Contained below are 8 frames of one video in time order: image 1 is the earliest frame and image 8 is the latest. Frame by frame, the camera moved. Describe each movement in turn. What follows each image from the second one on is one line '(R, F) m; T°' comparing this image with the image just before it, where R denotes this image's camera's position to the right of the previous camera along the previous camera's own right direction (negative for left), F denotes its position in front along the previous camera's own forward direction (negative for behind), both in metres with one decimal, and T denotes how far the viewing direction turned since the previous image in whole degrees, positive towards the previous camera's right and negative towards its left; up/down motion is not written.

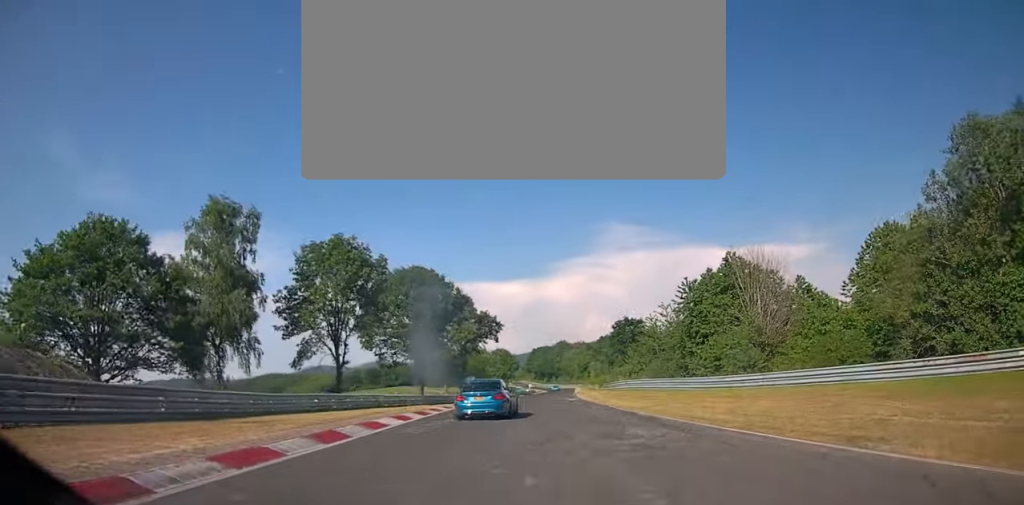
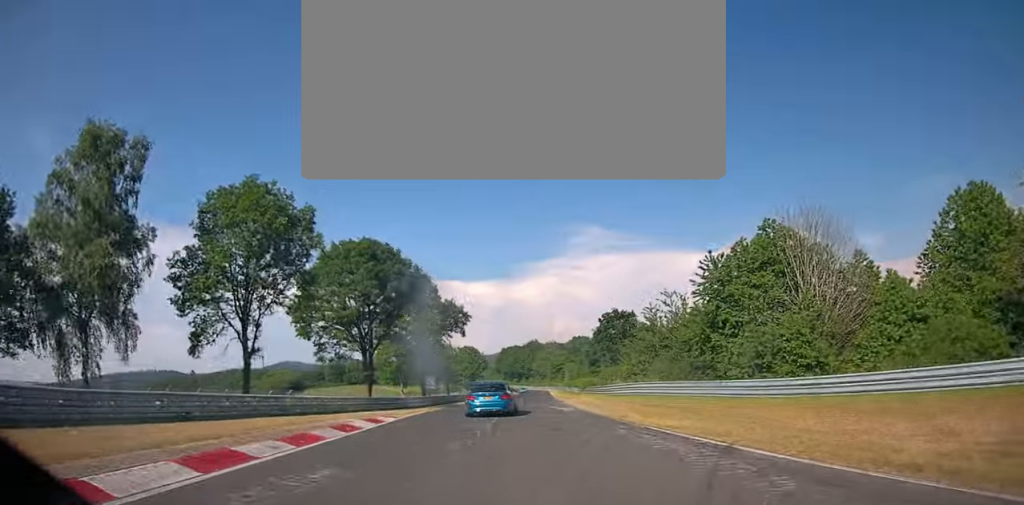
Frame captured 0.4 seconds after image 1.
(+0.2, +12.7) m; +1°
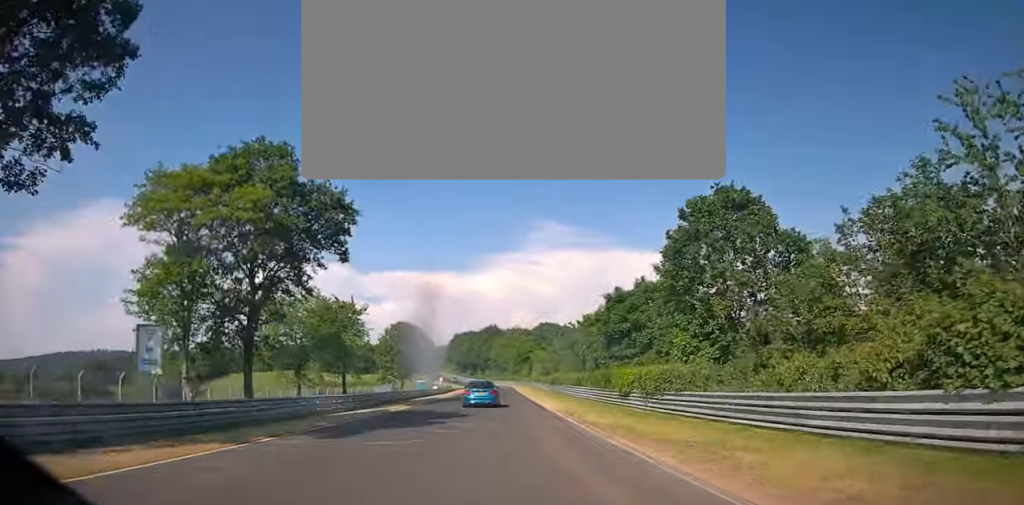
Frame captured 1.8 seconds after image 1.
(+0.5, +45.2) m; 0°
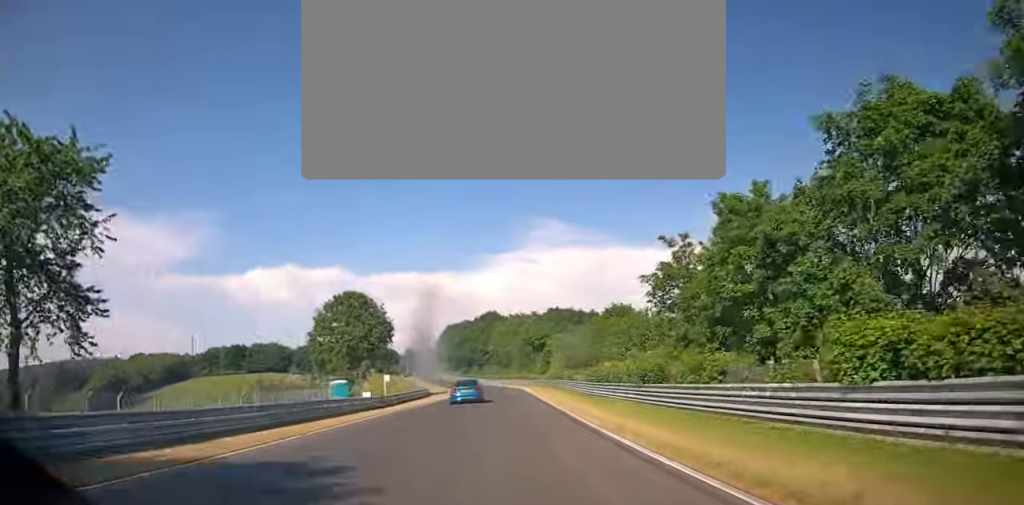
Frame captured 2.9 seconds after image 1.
(-0.2, +42.2) m; -1°
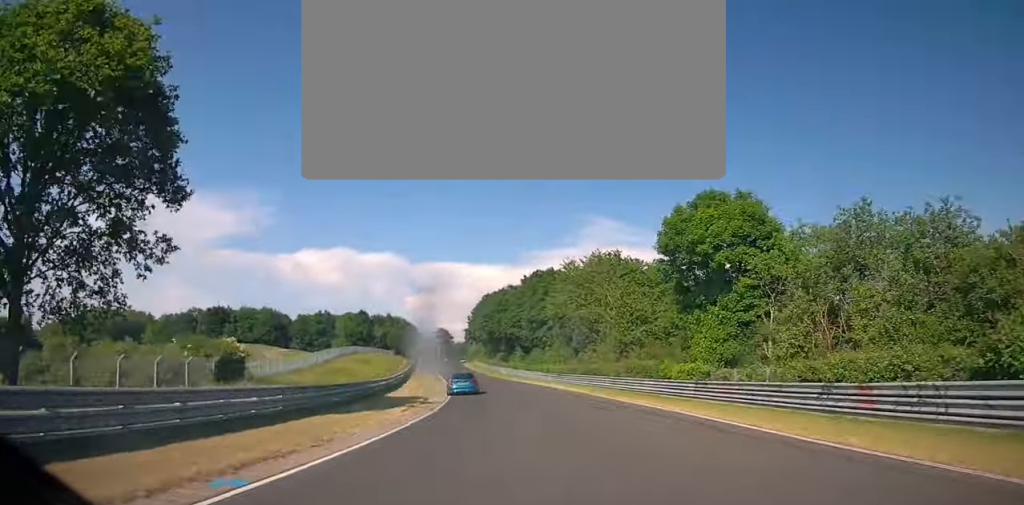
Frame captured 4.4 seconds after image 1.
(-2.0, +60.2) m; -5°
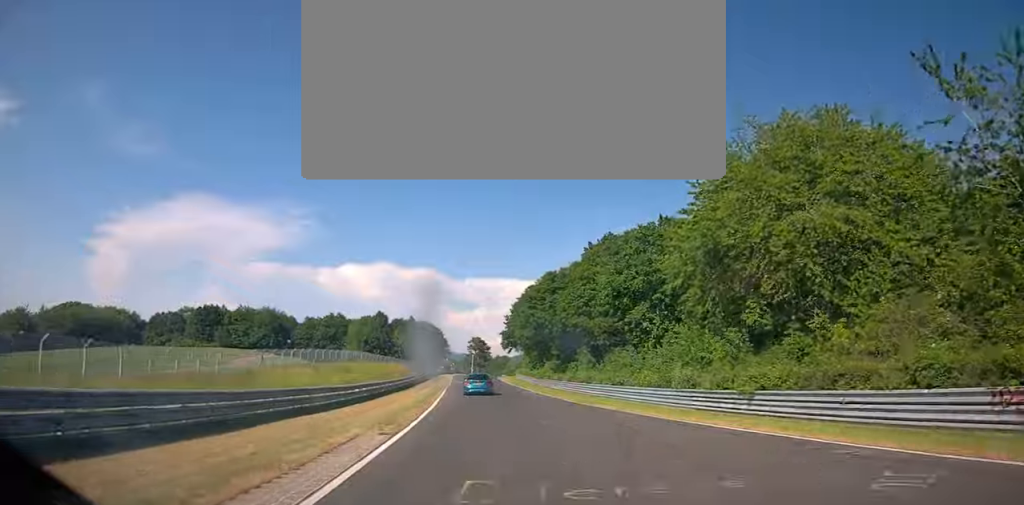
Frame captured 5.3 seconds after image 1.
(-1.1, +35.9) m; -3°
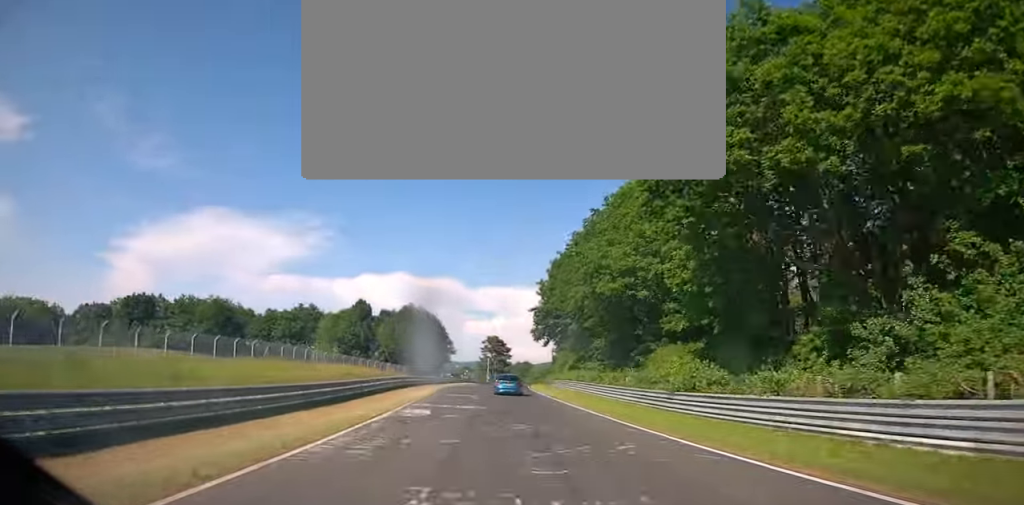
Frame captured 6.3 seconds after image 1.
(-1.4, +48.9) m; -1°
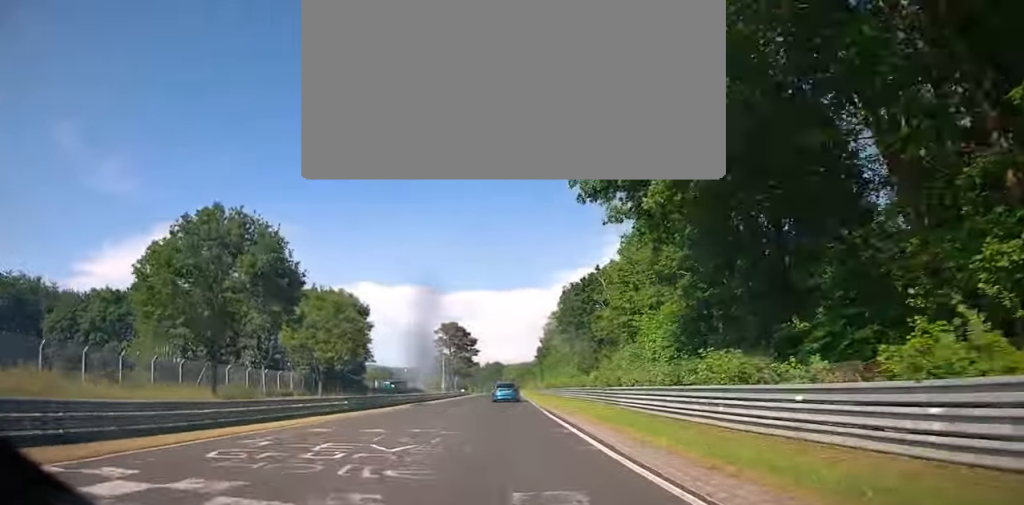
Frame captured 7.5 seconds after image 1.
(+1.0, +59.8) m; +2°
